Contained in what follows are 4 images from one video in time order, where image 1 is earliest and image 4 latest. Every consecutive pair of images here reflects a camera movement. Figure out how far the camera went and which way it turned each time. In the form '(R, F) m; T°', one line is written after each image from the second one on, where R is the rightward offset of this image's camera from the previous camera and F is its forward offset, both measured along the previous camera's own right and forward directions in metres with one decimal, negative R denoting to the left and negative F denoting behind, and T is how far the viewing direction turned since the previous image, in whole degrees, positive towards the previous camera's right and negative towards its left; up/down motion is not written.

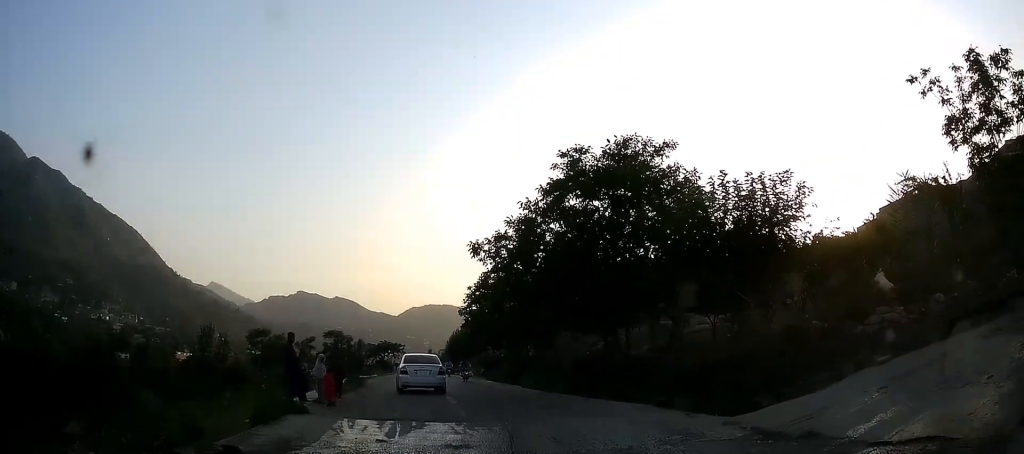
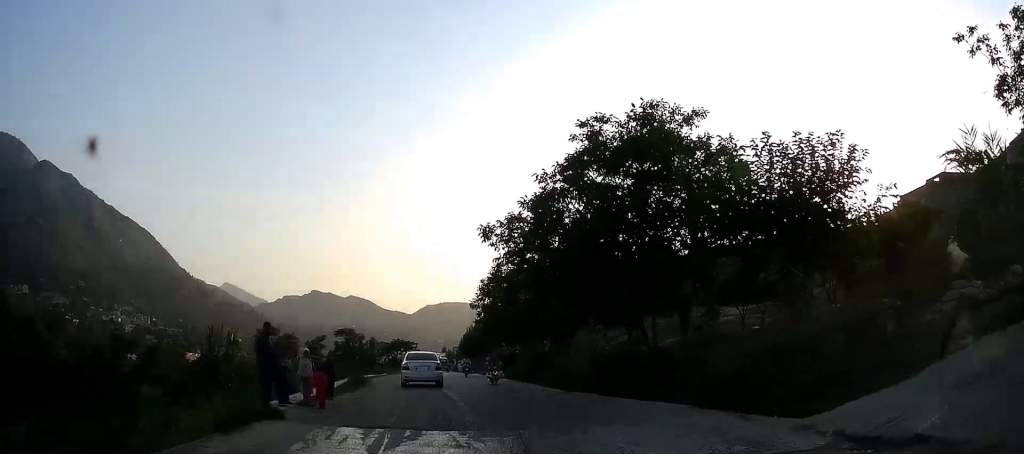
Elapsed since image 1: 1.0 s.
(0.0, +4.3) m; -4°
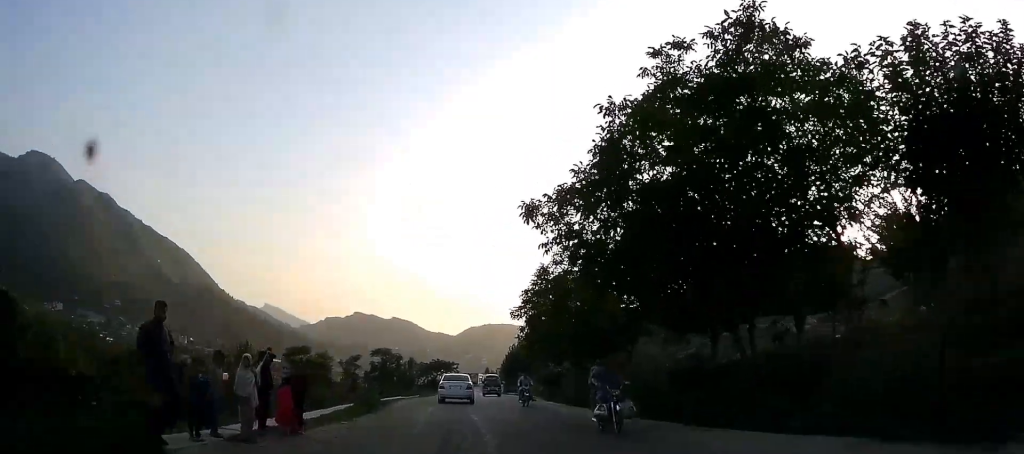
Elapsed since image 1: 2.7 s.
(-0.2, +6.6) m; -8°
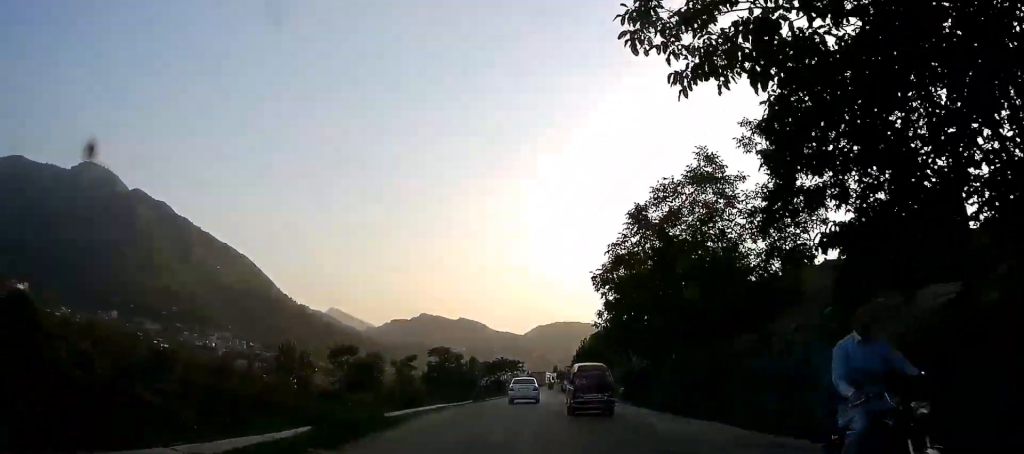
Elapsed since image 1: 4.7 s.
(-1.1, +8.2) m; -8°
